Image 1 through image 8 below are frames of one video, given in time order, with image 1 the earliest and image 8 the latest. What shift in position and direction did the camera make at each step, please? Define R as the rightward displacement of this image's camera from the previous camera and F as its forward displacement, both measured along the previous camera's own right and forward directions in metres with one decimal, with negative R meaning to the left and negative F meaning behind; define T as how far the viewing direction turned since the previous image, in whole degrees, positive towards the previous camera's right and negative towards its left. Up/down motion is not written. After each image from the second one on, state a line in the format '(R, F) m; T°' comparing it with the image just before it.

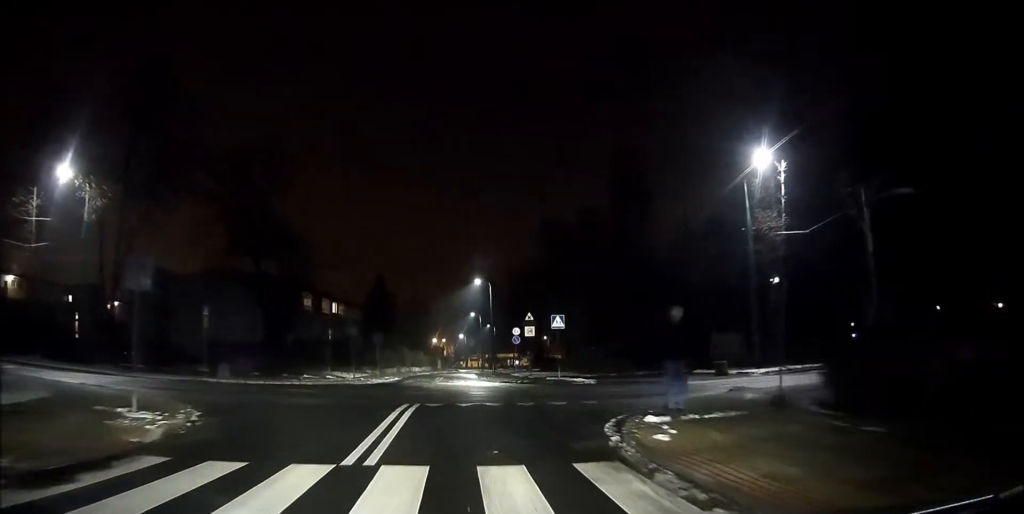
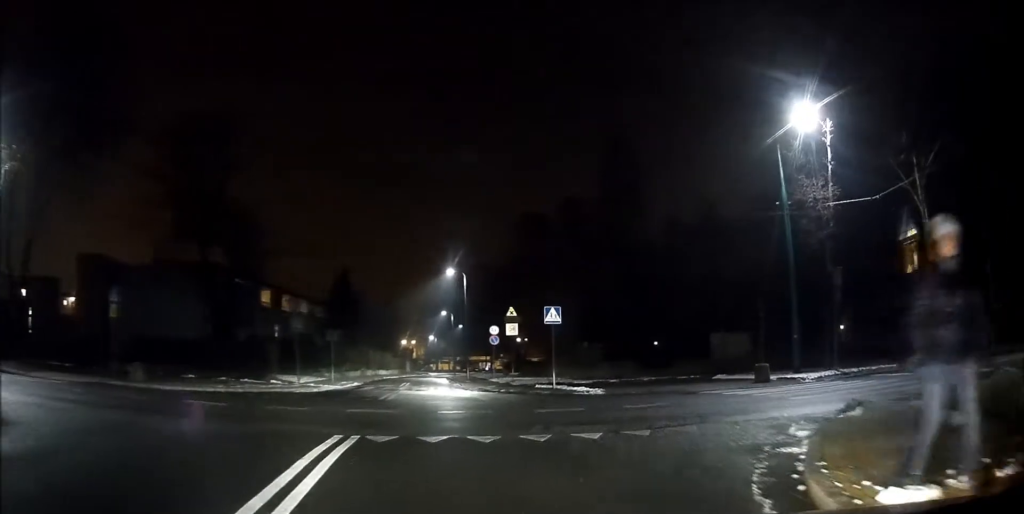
(+0.2, +6.2) m; +2°
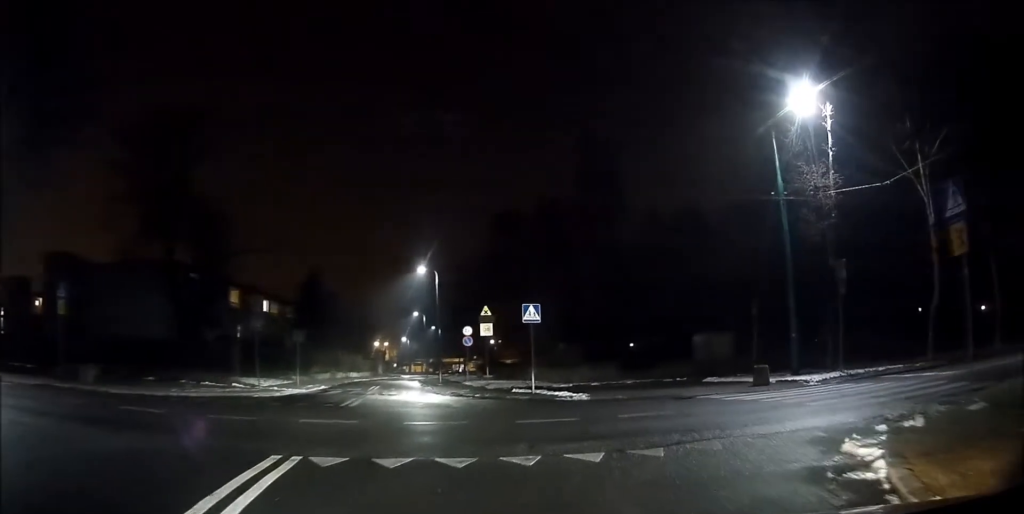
(0.0, +2.5) m; +1°
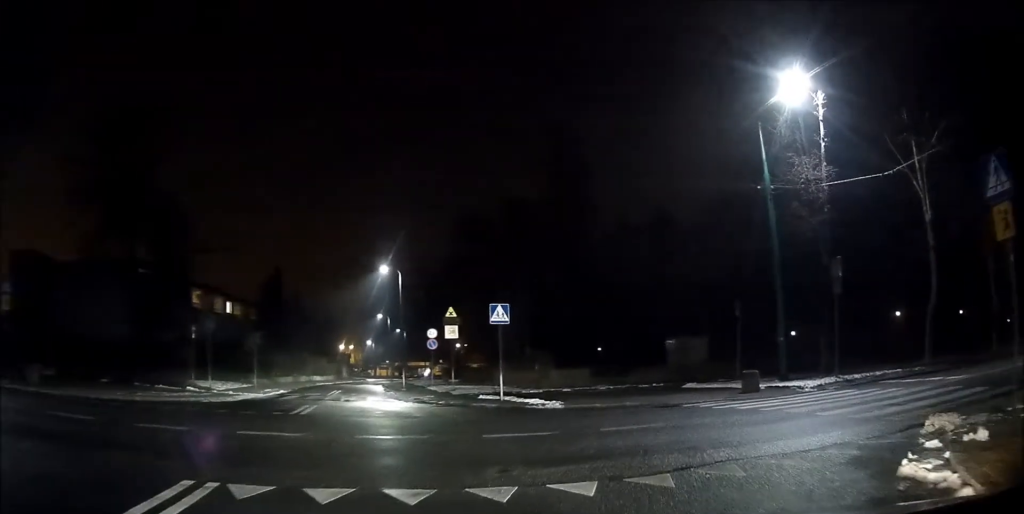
(0.0, +2.2) m; +3°
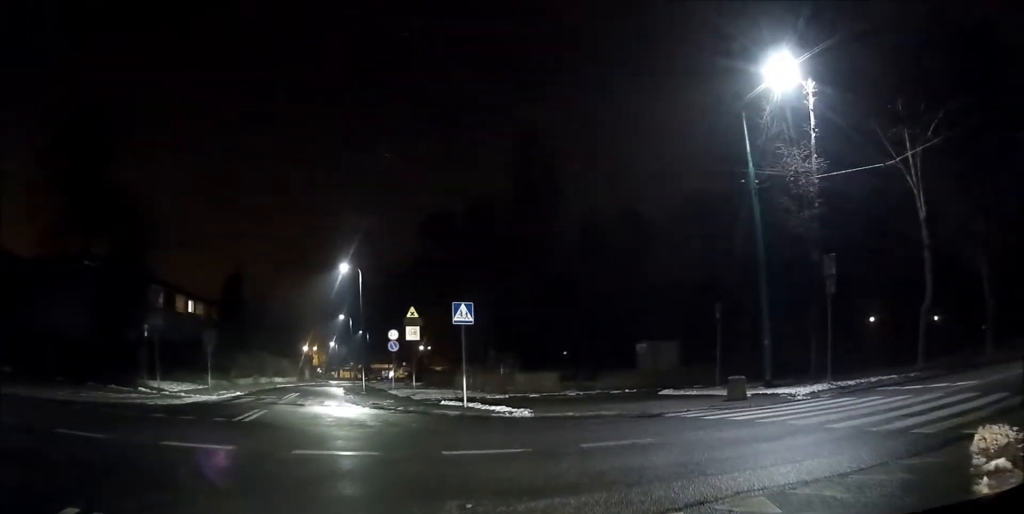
(+0.1, +2.5) m; +7°
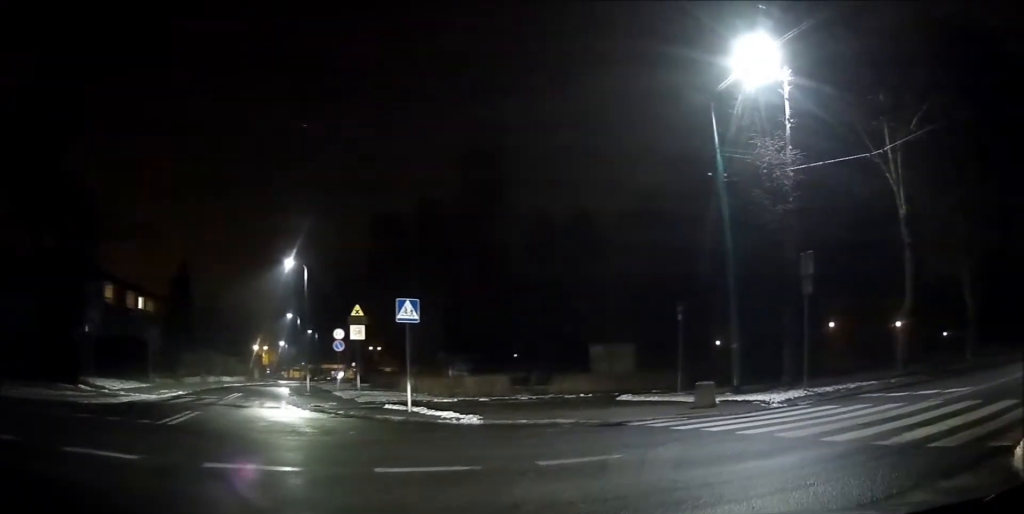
(+0.2, +2.2) m; +15°
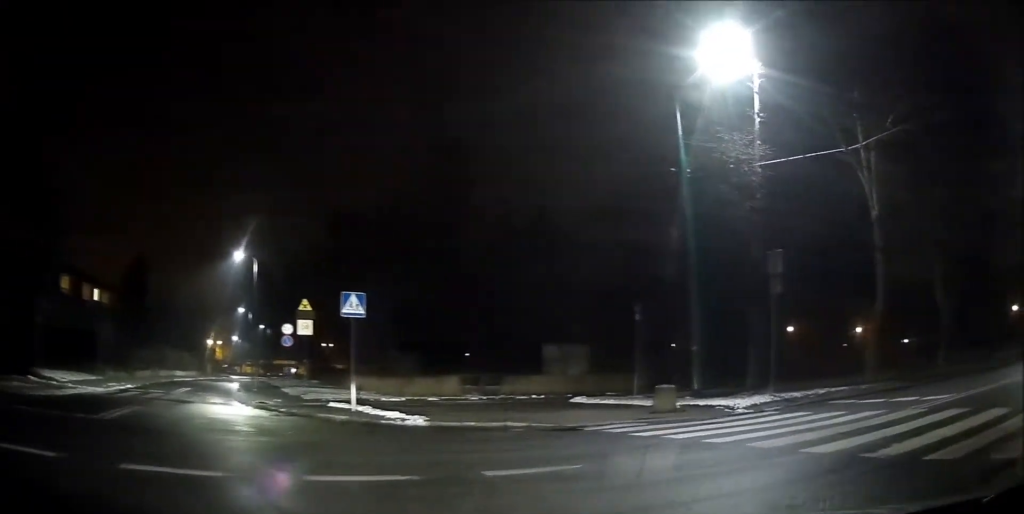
(0.0, +0.9) m; +8°
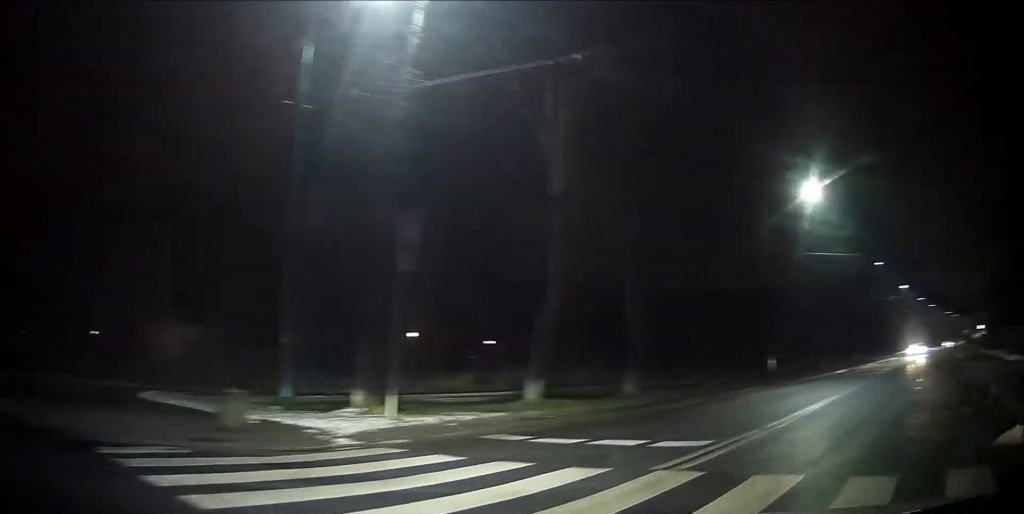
(+0.6, +3.5) m; +18°
